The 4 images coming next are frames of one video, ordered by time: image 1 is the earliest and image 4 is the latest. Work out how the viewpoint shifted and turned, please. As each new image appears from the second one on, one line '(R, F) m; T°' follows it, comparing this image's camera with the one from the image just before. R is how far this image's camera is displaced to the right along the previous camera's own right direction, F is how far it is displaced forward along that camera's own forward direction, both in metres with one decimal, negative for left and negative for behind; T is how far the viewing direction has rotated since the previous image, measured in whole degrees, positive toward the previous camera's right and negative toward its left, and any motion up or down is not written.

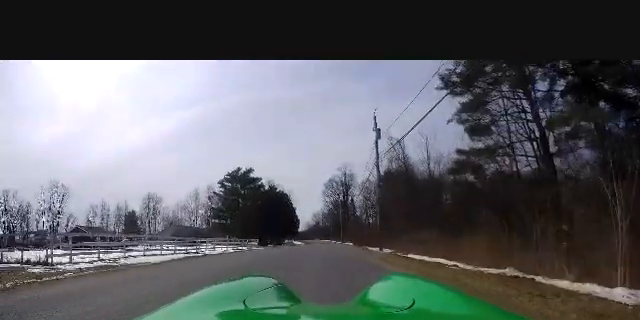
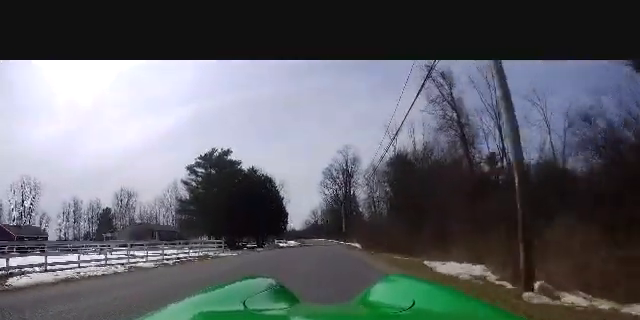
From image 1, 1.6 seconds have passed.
(-0.1, +19.8) m; 0°
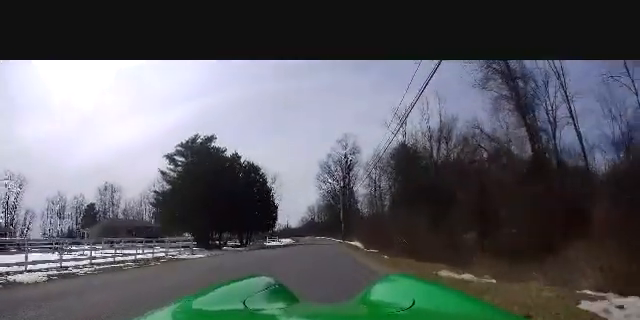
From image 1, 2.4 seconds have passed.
(+0.2, +8.6) m; +1°
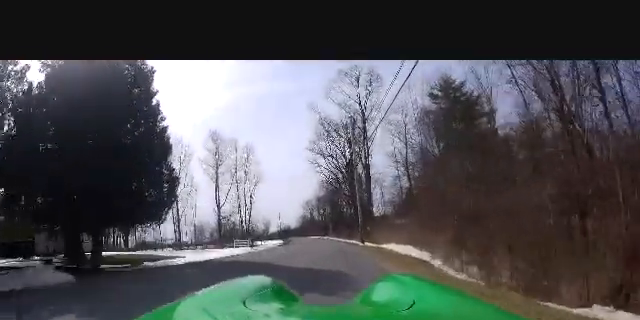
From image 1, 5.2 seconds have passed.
(+0.1, +32.8) m; -1°
